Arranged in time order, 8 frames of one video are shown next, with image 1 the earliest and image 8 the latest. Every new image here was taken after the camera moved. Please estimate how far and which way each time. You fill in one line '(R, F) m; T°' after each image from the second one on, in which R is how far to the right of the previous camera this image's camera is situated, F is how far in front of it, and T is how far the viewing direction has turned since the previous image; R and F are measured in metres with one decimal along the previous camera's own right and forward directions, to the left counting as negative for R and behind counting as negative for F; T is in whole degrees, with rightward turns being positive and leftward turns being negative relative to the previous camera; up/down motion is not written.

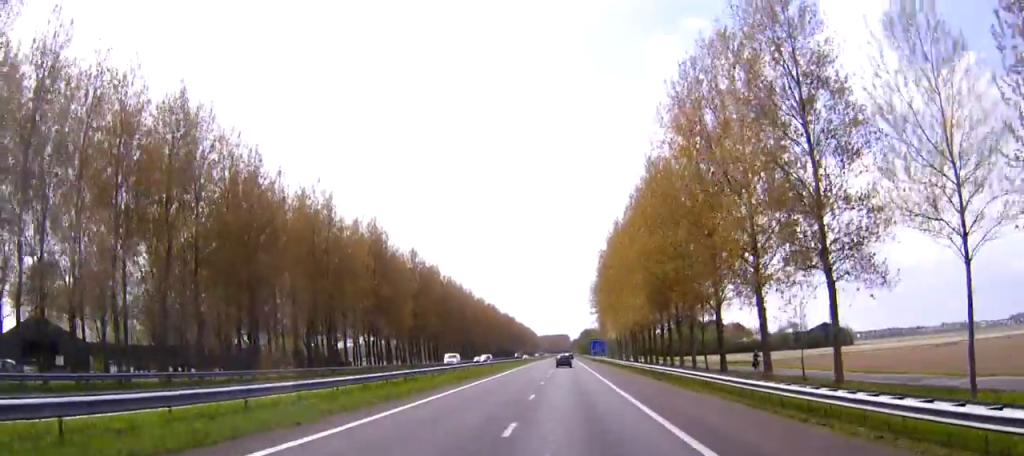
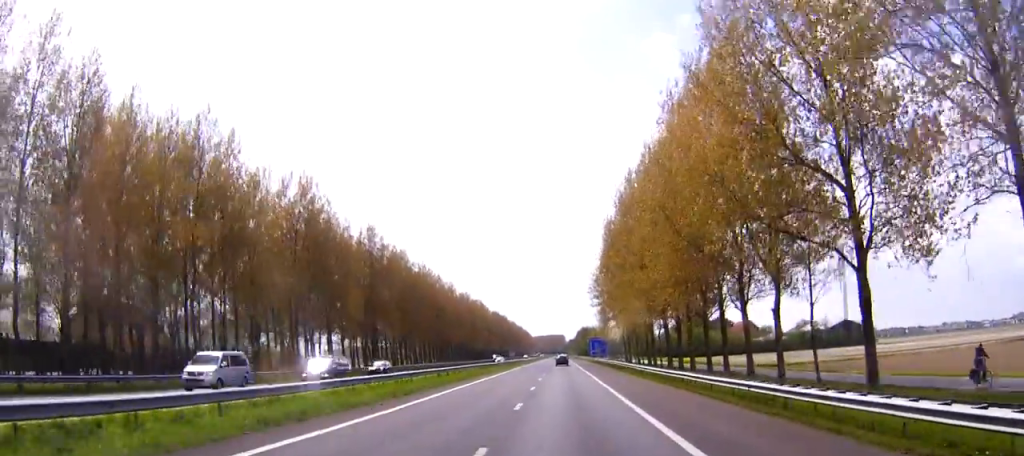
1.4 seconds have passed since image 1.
(0.0, +29.0) m; 0°
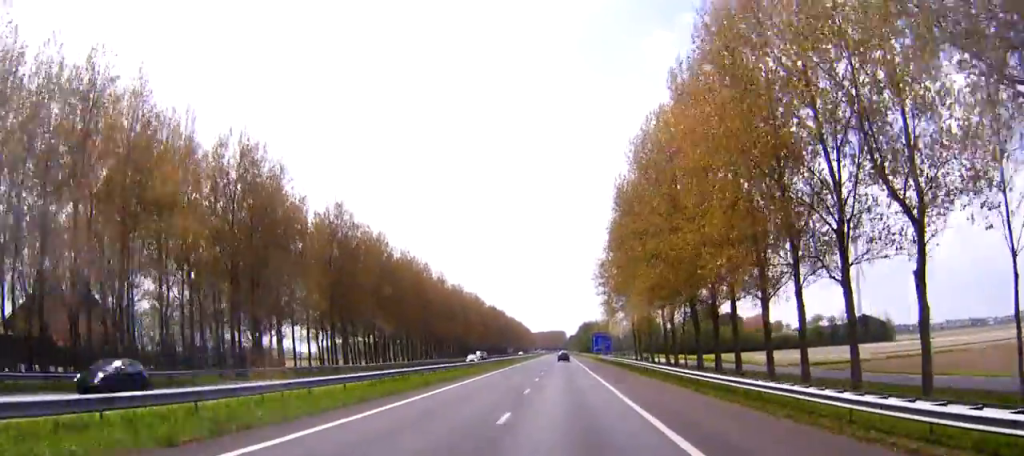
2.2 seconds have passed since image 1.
(+0.1, +17.3) m; 0°
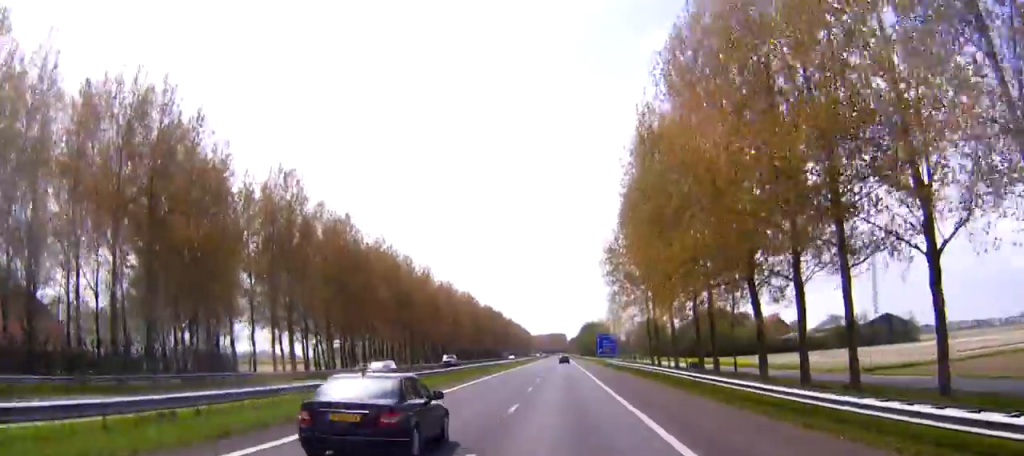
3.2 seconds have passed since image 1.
(0.0, +20.0) m; 0°
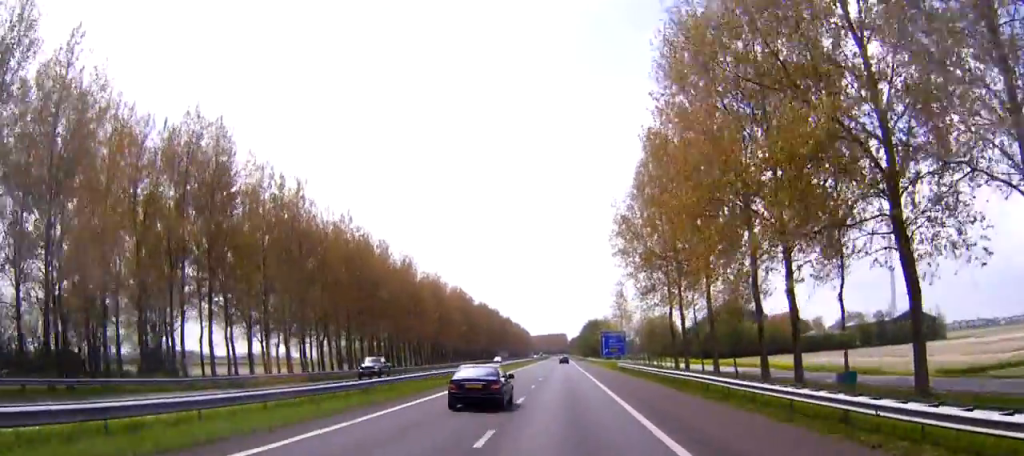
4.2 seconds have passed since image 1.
(-0.1, +19.9) m; 0°
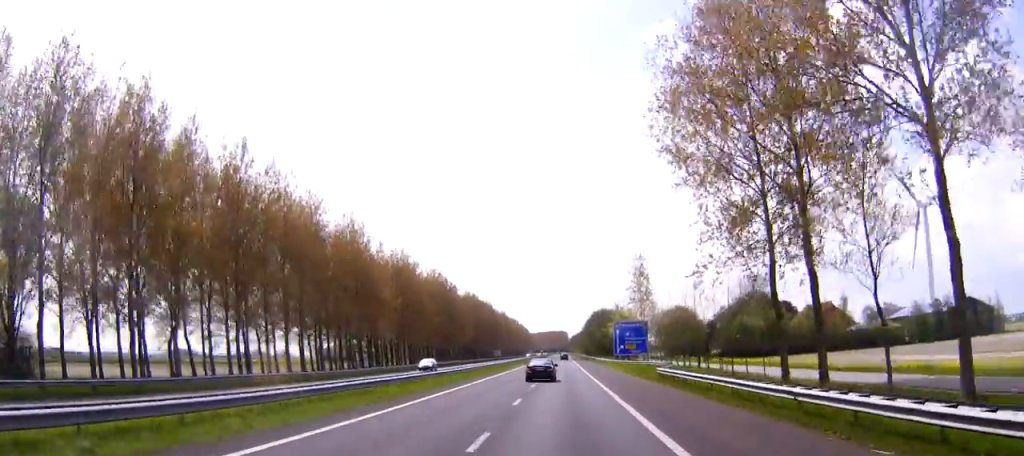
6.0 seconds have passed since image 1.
(-0.1, +37.0) m; 0°
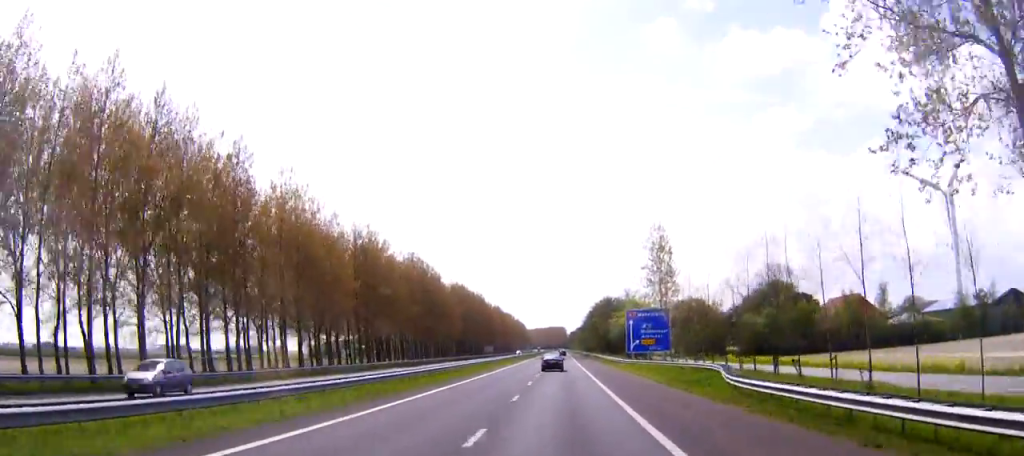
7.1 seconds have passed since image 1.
(+0.1, +24.0) m; +1°
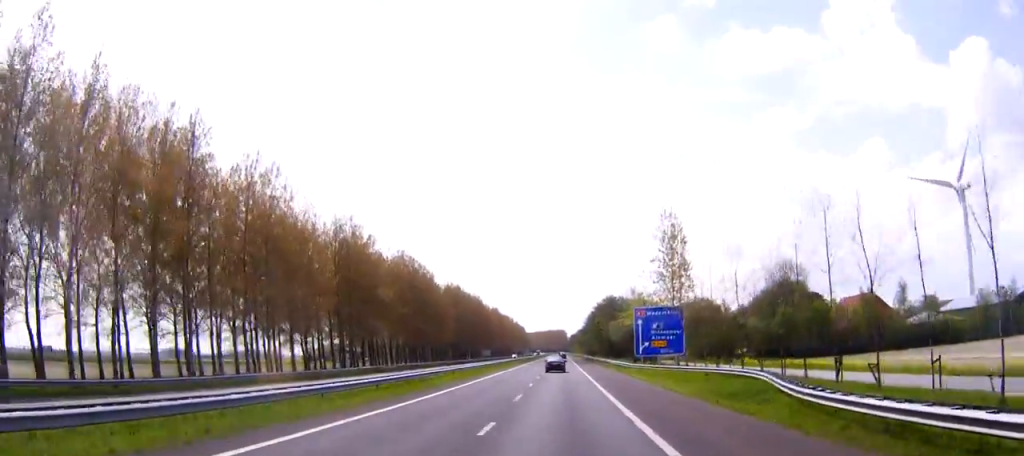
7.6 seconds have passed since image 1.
(+0.1, +9.6) m; 0°
